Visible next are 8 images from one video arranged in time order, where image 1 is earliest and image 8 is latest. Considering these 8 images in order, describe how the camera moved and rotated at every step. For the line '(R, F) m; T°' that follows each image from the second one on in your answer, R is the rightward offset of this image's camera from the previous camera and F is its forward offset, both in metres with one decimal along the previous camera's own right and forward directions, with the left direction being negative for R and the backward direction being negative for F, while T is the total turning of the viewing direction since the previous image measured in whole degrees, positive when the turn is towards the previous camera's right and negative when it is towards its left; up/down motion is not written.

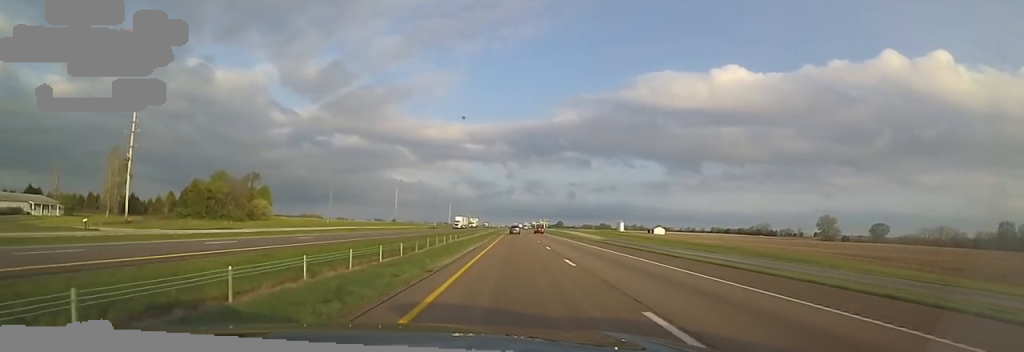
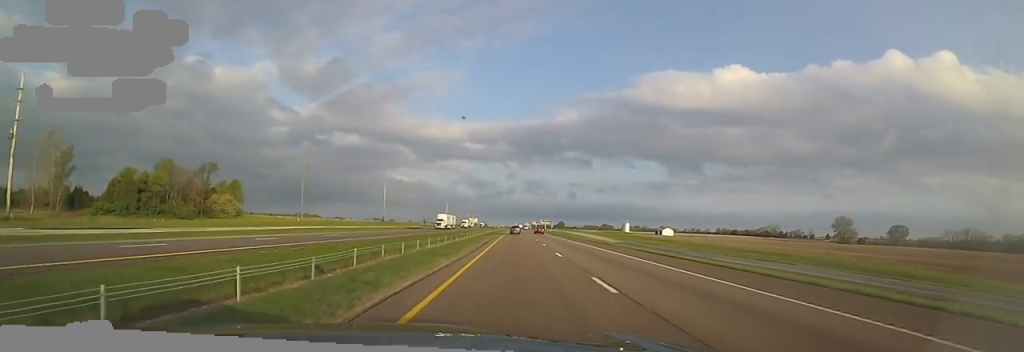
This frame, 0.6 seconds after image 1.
(+0.3, +19.6) m; 0°
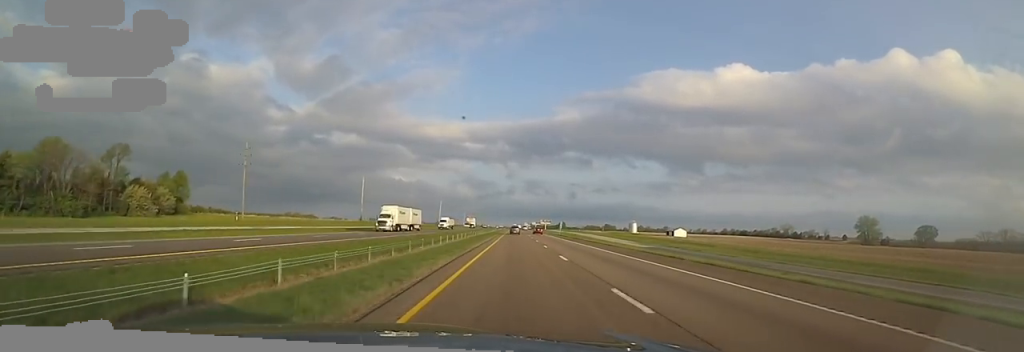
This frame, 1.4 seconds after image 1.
(-0.1, +27.5) m; 0°
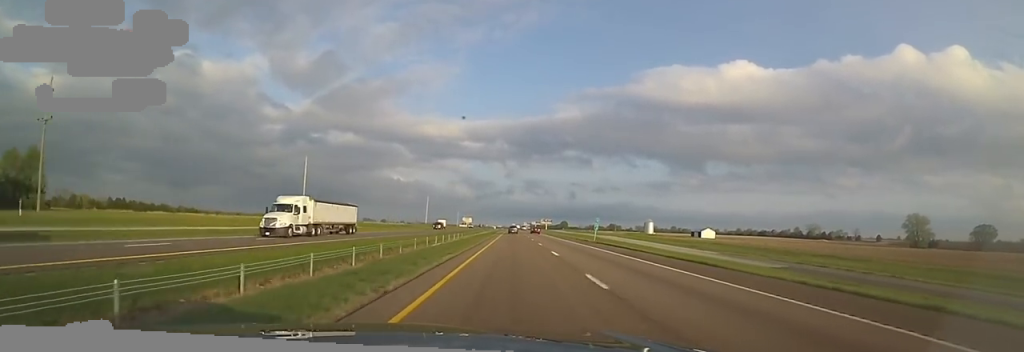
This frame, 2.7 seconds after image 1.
(-0.3, +46.2) m; 0°
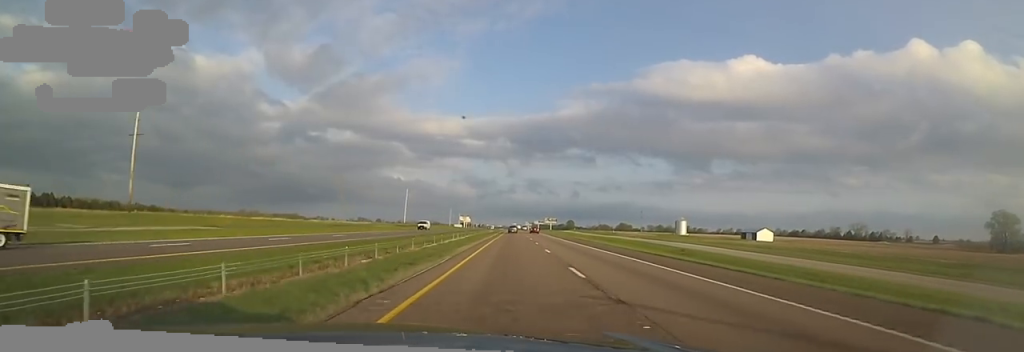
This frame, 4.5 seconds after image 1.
(+1.4, +58.8) m; +1°
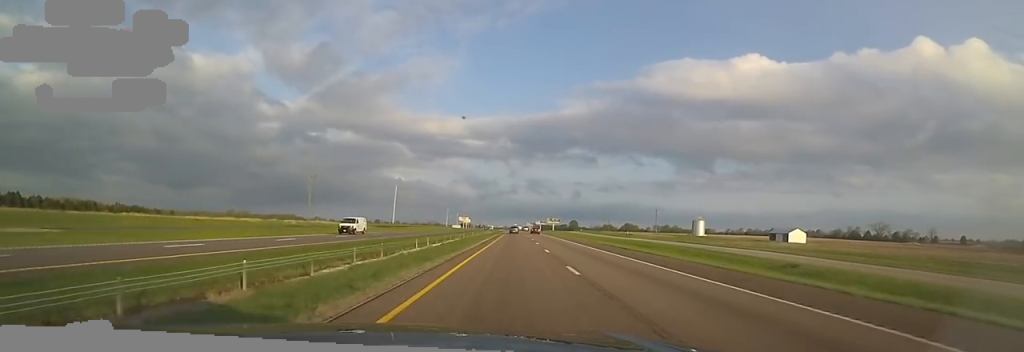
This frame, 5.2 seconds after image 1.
(-0.1, +23.9) m; -1°
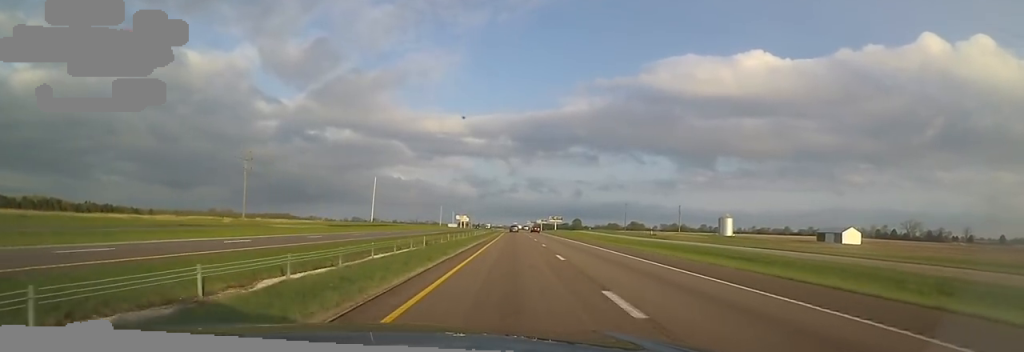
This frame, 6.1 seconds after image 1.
(-0.5, +32.2) m; -1°
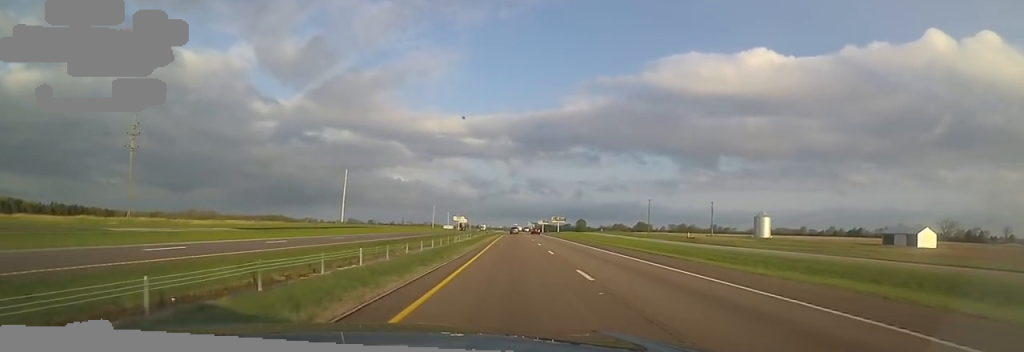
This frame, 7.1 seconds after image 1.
(0.0, +31.8) m; 0°
